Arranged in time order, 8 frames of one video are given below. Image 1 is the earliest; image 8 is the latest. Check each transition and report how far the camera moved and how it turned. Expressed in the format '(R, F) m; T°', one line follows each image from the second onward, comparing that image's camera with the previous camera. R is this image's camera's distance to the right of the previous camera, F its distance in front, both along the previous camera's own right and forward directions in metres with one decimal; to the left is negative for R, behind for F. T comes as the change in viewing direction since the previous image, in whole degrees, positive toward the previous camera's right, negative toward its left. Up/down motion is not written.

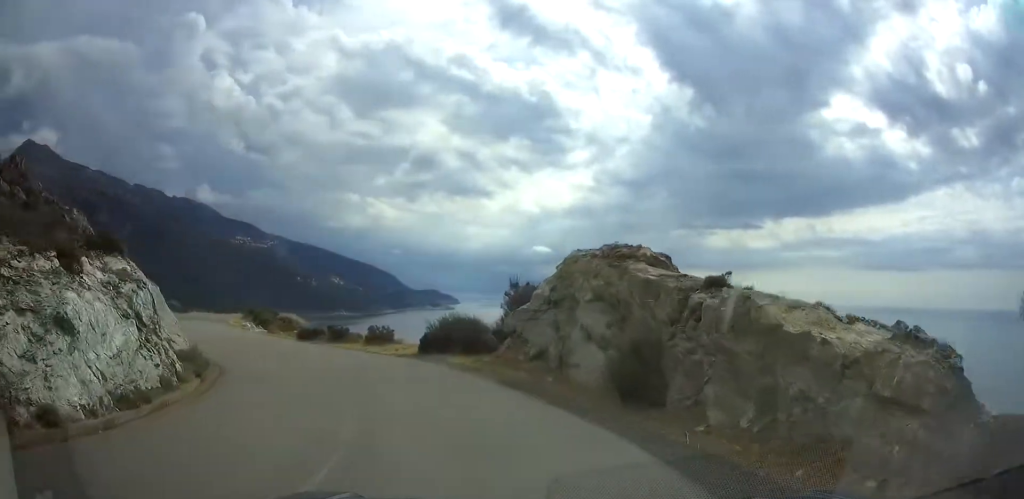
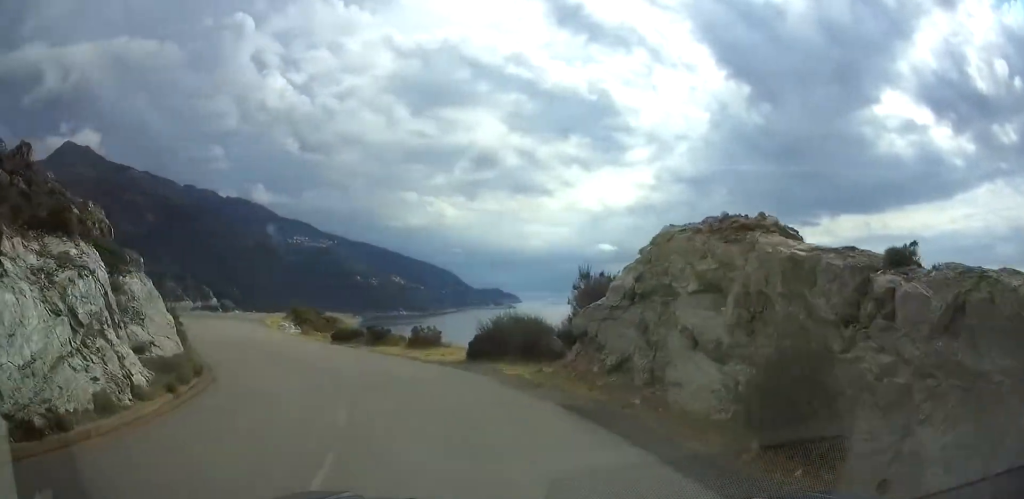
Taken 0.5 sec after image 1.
(-0.3, +4.6) m; -5°
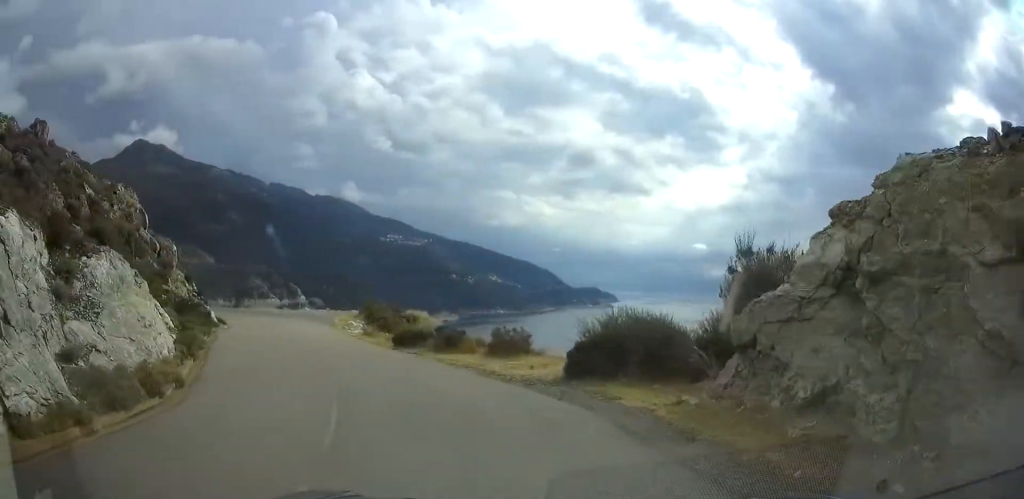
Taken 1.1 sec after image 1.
(-0.1, +6.3) m; -8°
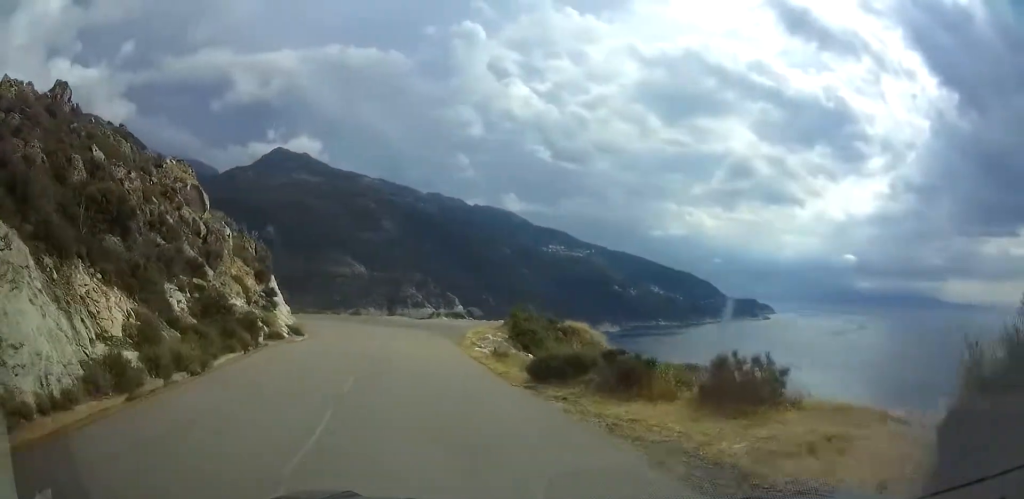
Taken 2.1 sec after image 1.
(-1.2, +10.2) m; -10°
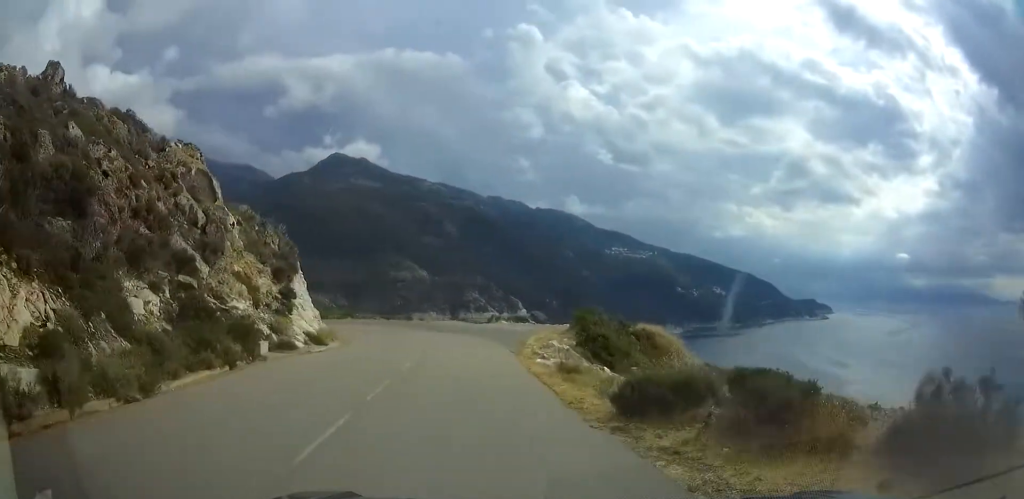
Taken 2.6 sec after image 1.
(-0.3, +5.0) m; -5°
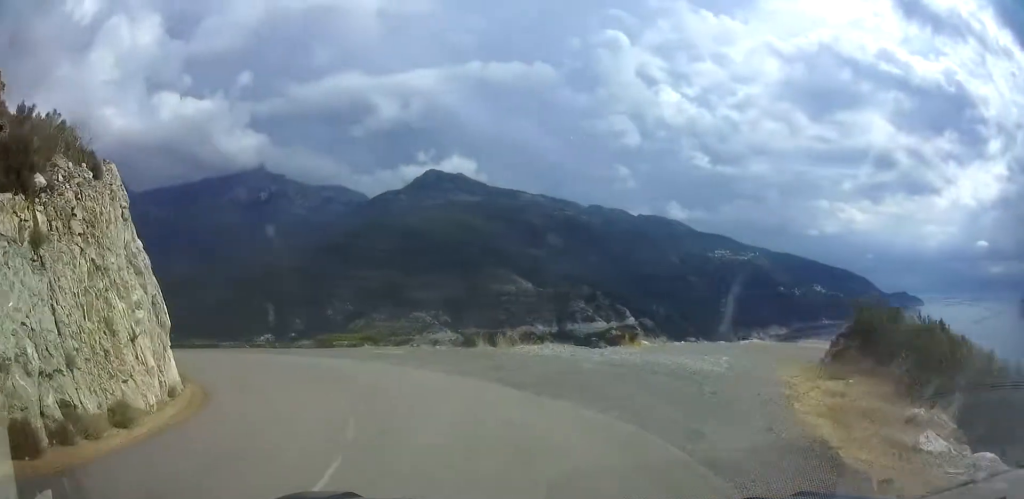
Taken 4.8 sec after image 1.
(-5.2, +23.0) m; -23°
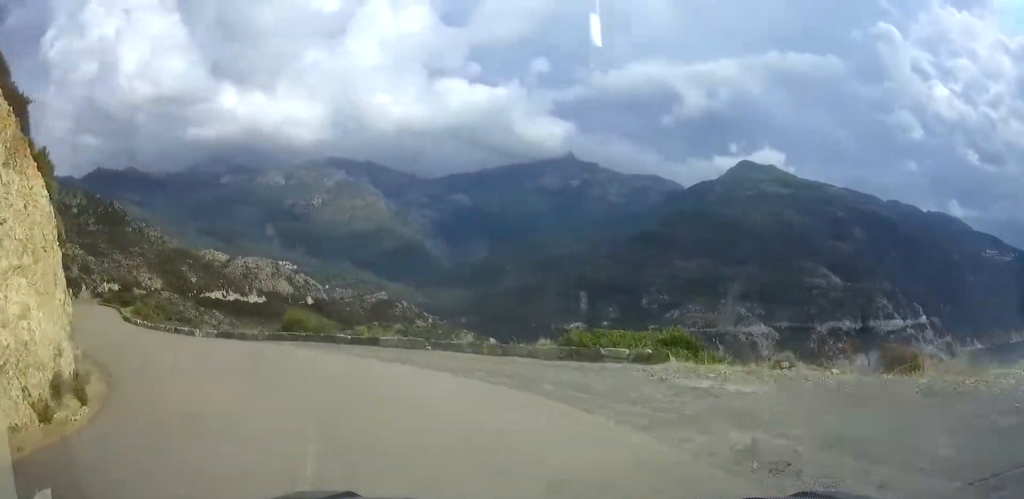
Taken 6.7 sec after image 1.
(-3.0, +17.2) m; -28°
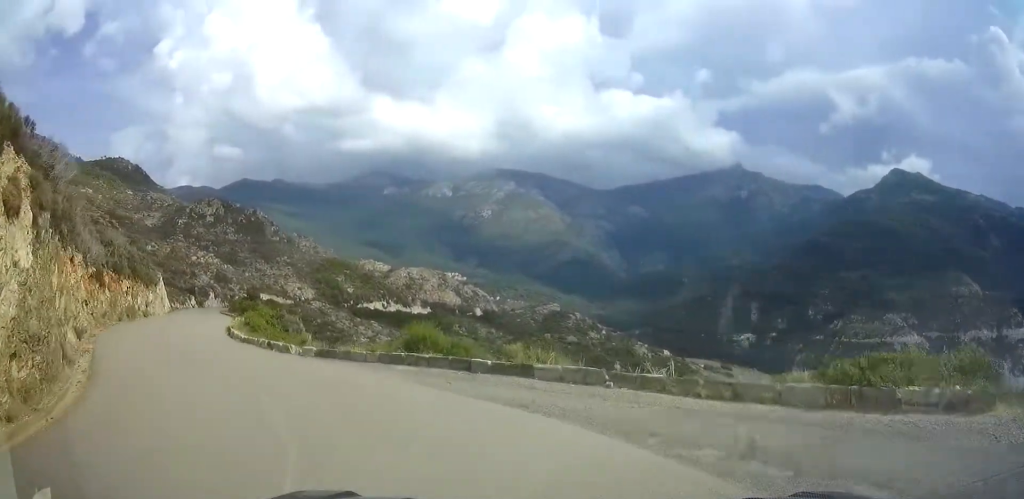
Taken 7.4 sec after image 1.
(-1.0, +6.6) m; -16°
